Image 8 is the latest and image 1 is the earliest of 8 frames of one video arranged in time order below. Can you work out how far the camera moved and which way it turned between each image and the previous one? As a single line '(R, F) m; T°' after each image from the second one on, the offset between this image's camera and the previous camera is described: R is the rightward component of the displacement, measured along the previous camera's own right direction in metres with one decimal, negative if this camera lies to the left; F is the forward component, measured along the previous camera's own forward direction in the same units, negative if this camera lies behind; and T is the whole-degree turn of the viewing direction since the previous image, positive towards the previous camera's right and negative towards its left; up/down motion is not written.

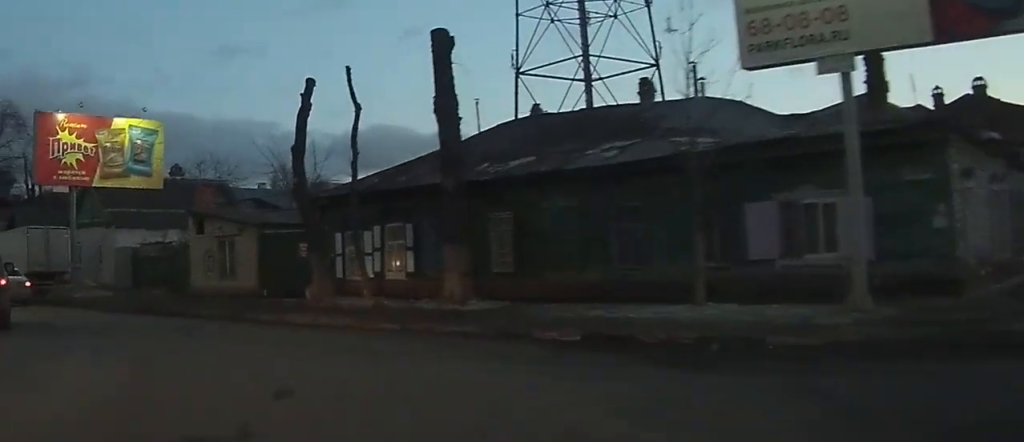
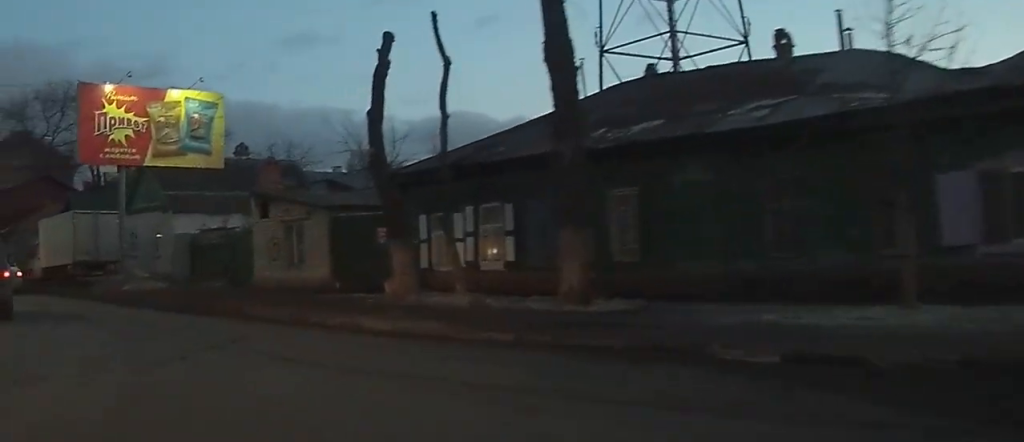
(0.0, +4.3) m; 0°
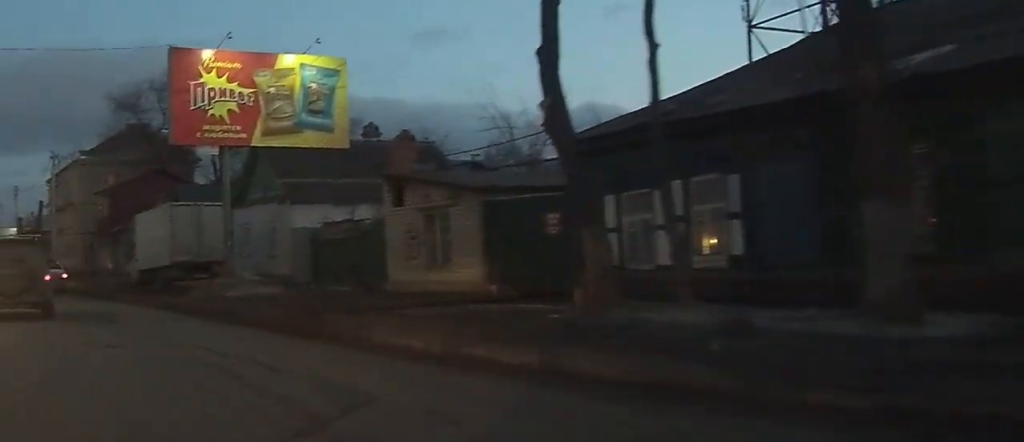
(0.0, +6.2) m; -2°
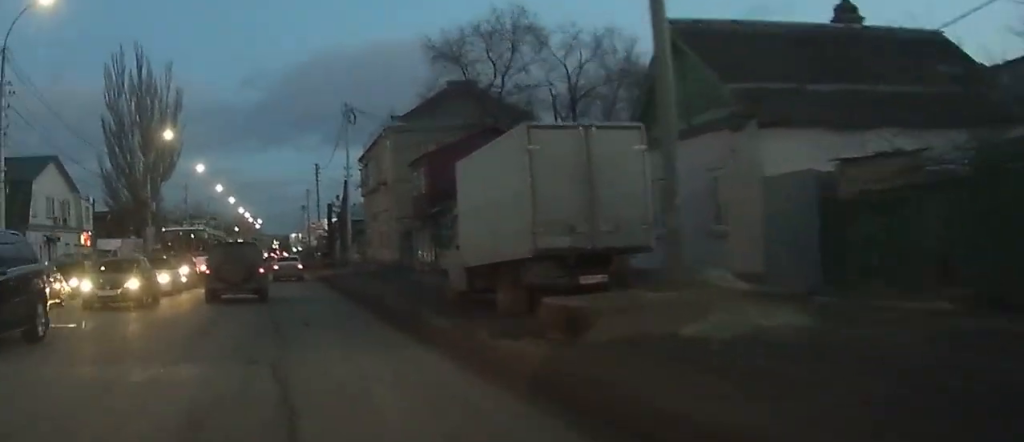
(-2.7, +16.5) m; -25°
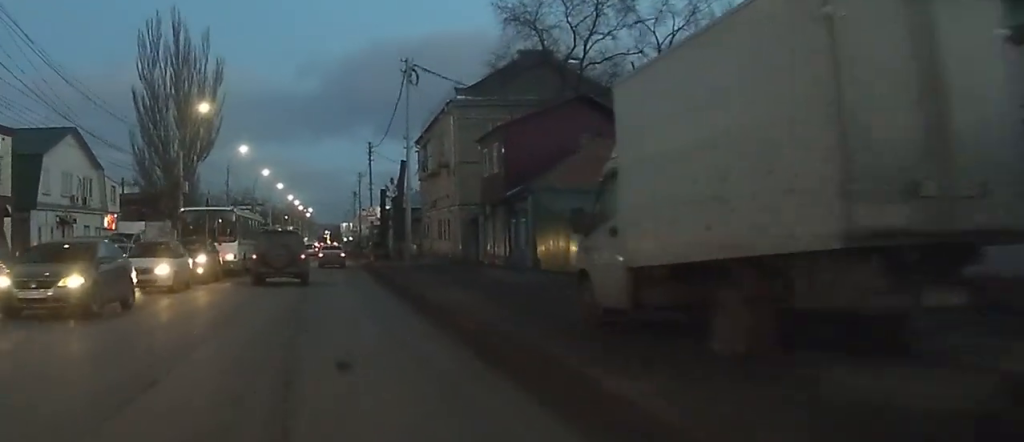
(-0.9, +7.8) m; -8°
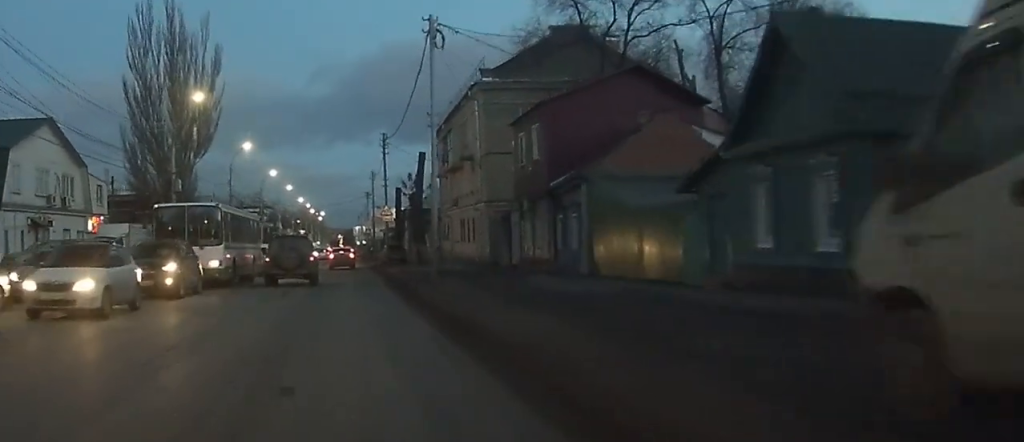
(-0.4, +6.7) m; -3°
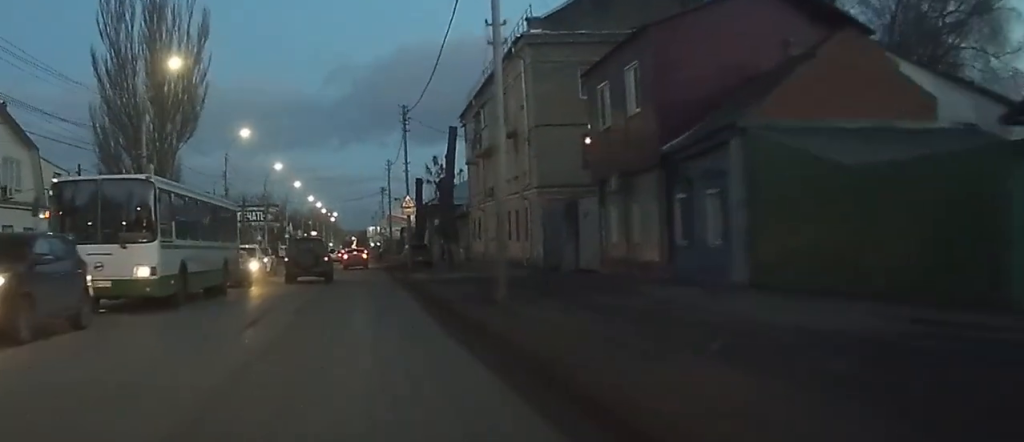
(-0.2, +10.9) m; 0°
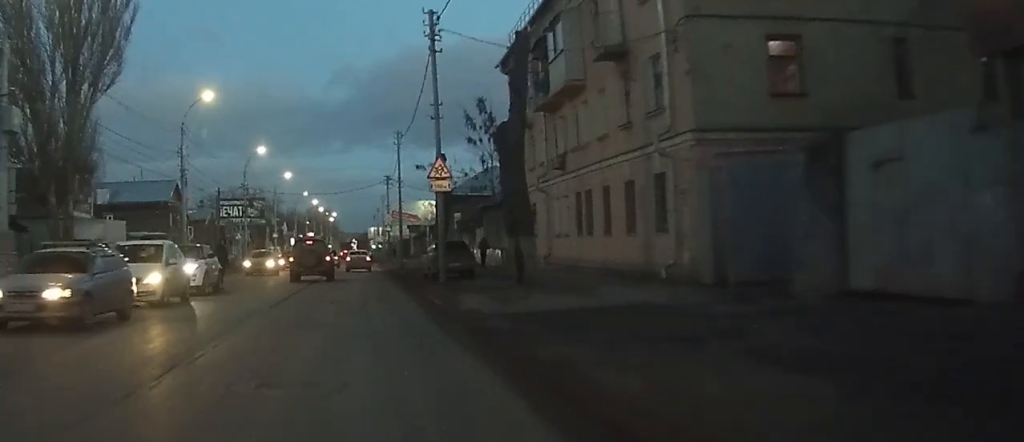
(+0.2, +18.2) m; -1°
